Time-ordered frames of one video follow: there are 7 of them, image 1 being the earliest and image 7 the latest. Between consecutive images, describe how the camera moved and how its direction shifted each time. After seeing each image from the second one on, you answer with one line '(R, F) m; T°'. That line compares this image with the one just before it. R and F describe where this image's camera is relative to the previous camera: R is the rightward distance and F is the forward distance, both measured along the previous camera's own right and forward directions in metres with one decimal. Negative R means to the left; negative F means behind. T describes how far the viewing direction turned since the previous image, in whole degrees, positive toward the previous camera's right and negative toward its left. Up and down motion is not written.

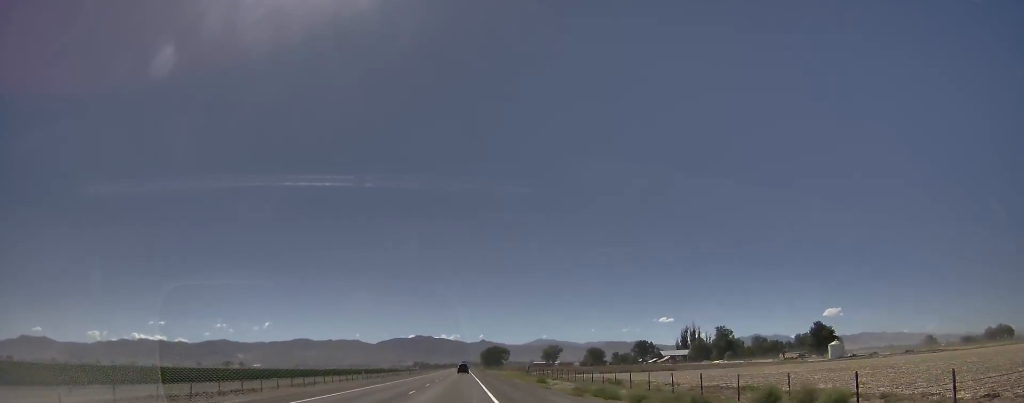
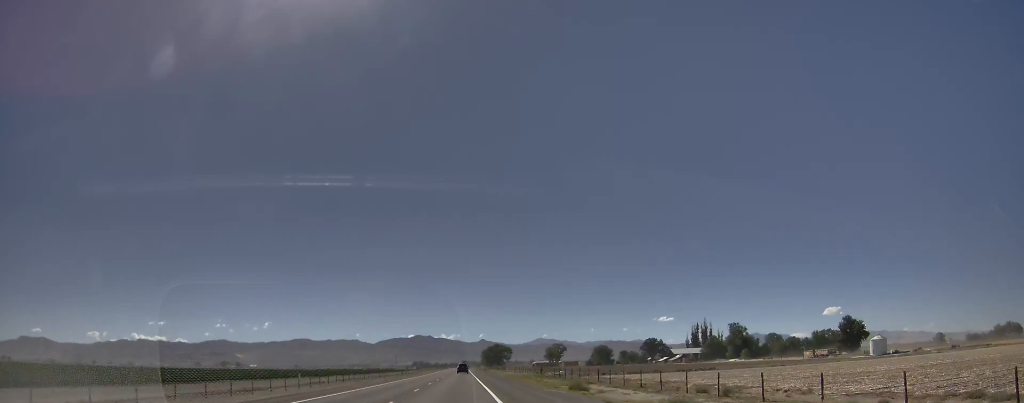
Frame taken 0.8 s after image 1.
(+0.4, +22.5) m; +1°
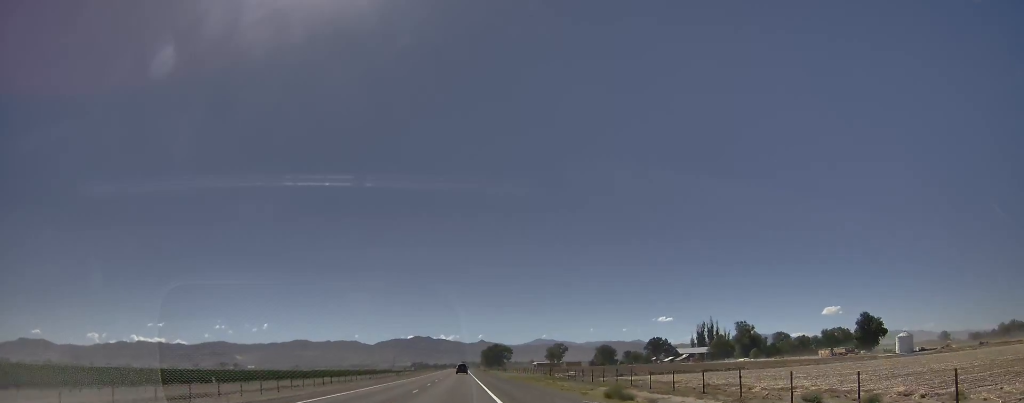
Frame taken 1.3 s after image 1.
(+0.5, +12.6) m; 0°
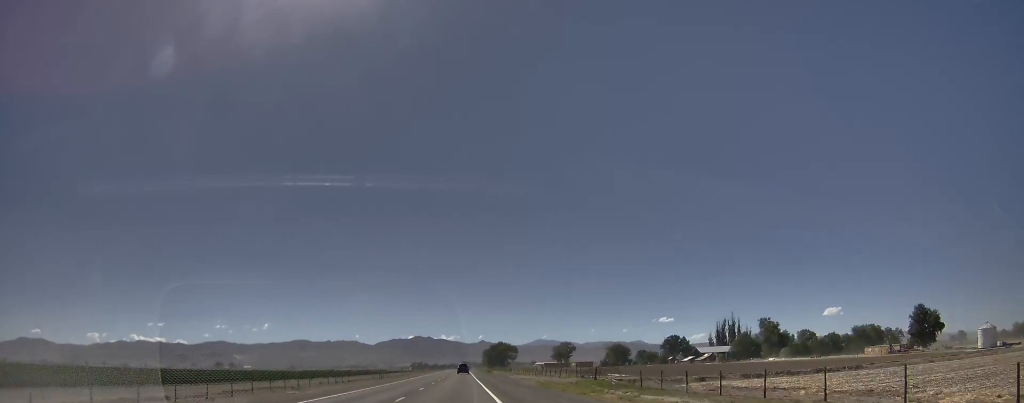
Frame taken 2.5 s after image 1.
(-1.0, +32.5) m; -1°
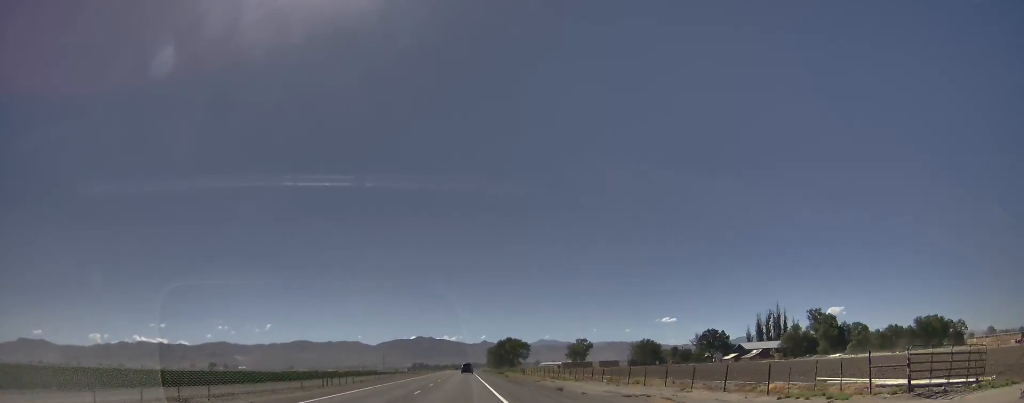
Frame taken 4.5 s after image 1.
(+2.2, +55.0) m; +3°
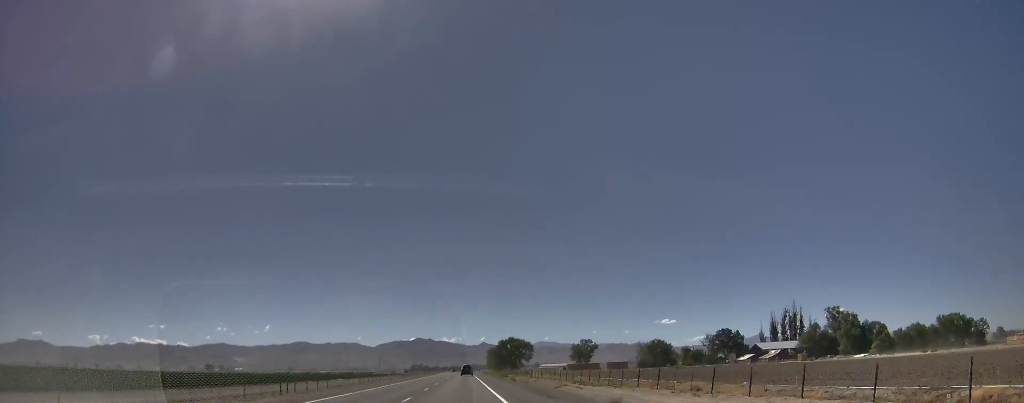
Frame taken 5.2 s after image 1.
(+0.1, +18.1) m; -2°
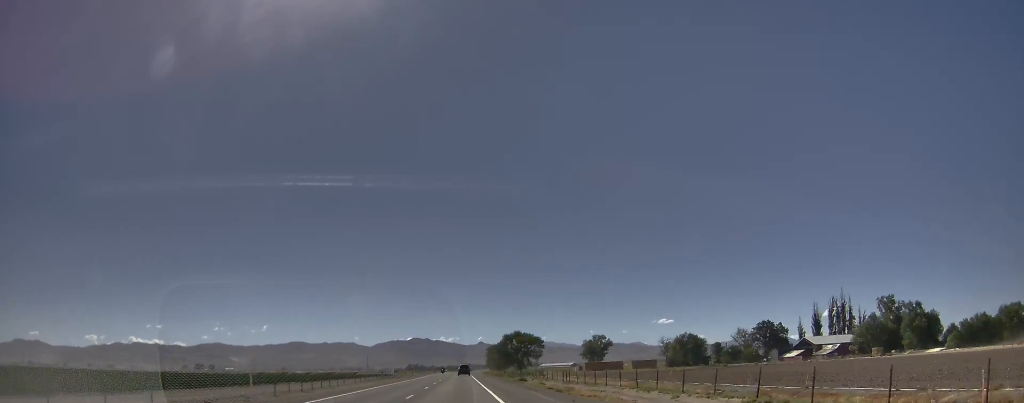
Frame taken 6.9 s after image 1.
(-1.8, +46.2) m; -2°
